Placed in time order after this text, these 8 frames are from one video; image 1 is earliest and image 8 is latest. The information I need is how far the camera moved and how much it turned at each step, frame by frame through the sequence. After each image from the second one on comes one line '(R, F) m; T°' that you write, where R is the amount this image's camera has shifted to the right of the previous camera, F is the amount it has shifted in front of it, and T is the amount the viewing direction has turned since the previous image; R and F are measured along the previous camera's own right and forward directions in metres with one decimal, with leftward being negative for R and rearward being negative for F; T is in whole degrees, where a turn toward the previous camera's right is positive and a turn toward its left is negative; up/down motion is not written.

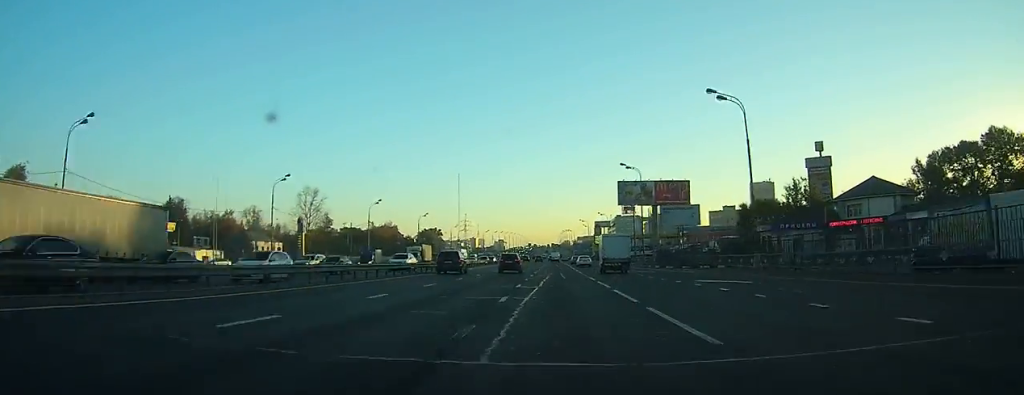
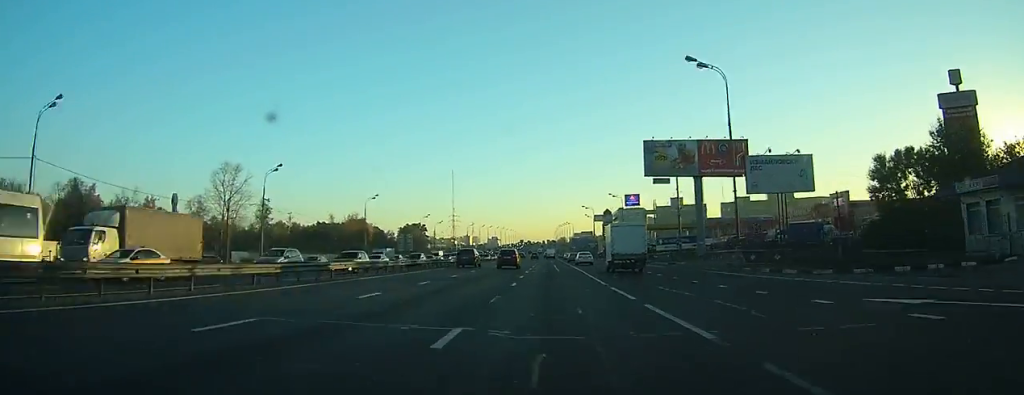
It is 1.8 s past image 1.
(0.0, +38.6) m; 0°
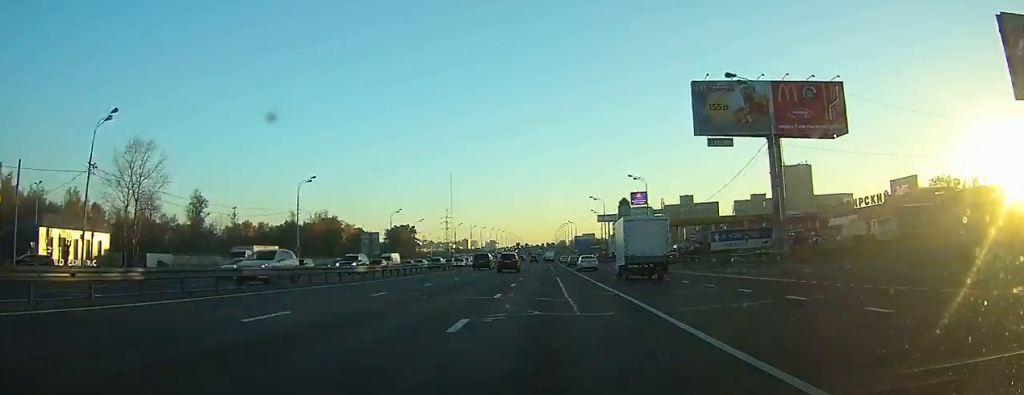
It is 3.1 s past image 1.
(0.0, +30.3) m; 0°
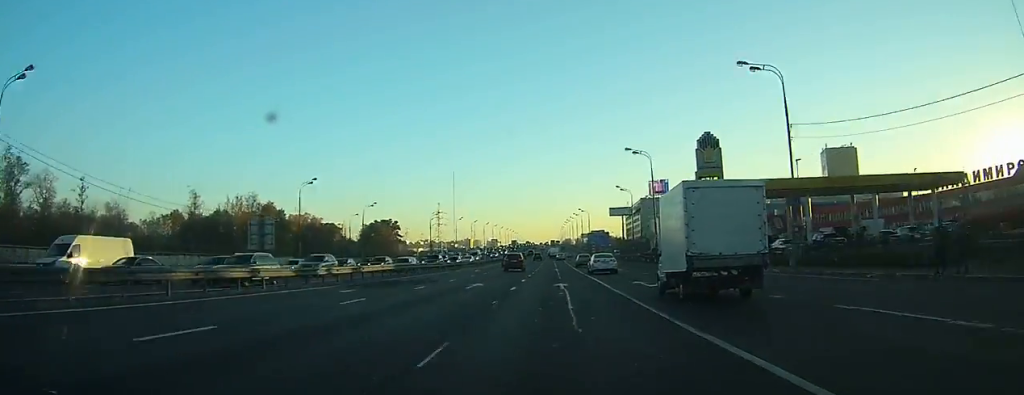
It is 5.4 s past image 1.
(-0.1, +53.1) m; 0°
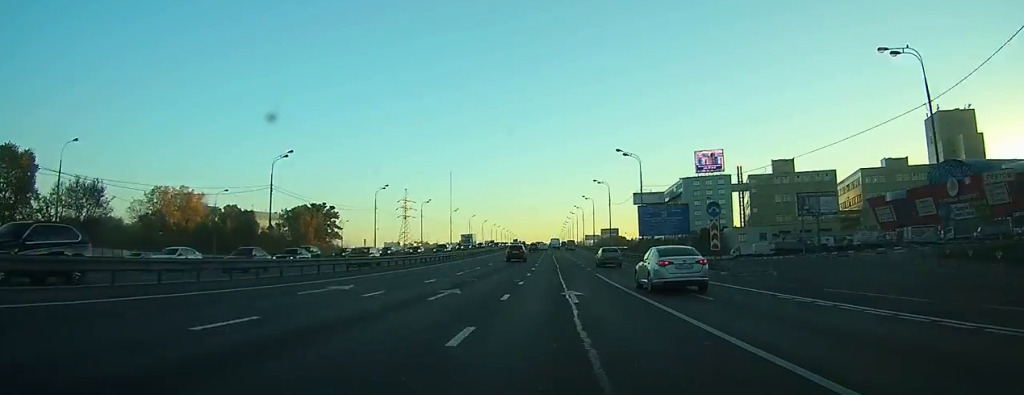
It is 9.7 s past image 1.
(-0.4, +93.9) m; 0°
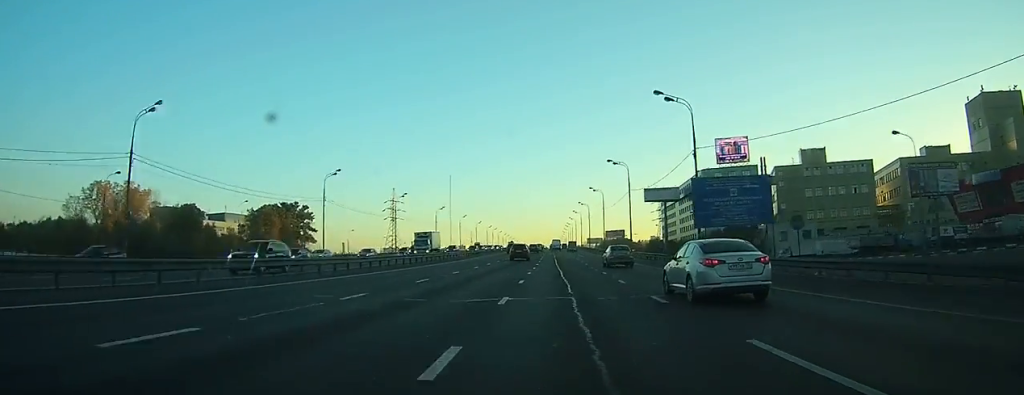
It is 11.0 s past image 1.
(0.0, +25.0) m; 0°
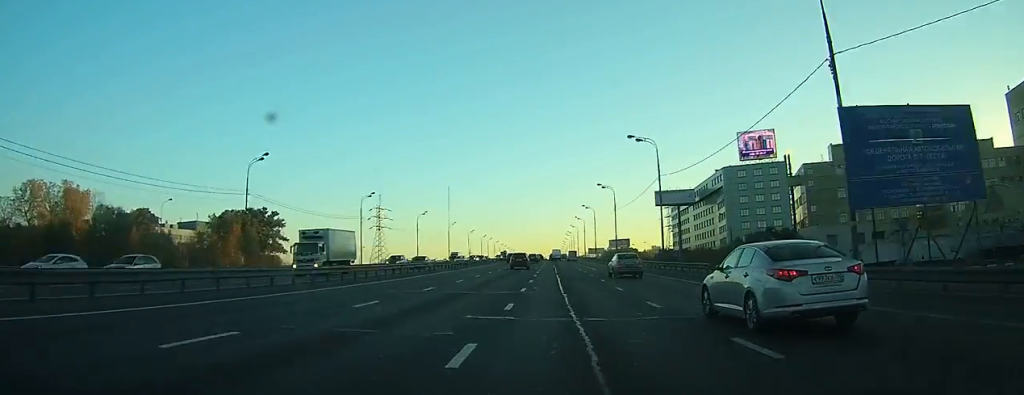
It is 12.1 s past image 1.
(0.0, +21.8) m; 0°
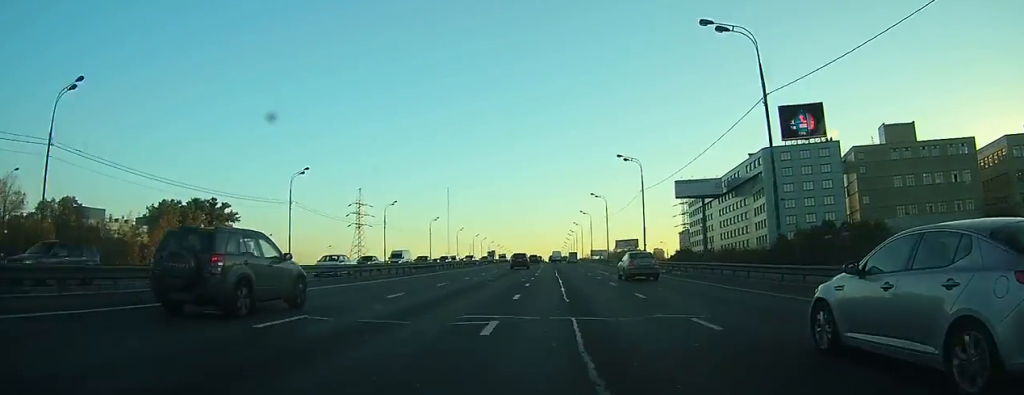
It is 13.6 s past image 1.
(0.0, +29.4) m; 0°
